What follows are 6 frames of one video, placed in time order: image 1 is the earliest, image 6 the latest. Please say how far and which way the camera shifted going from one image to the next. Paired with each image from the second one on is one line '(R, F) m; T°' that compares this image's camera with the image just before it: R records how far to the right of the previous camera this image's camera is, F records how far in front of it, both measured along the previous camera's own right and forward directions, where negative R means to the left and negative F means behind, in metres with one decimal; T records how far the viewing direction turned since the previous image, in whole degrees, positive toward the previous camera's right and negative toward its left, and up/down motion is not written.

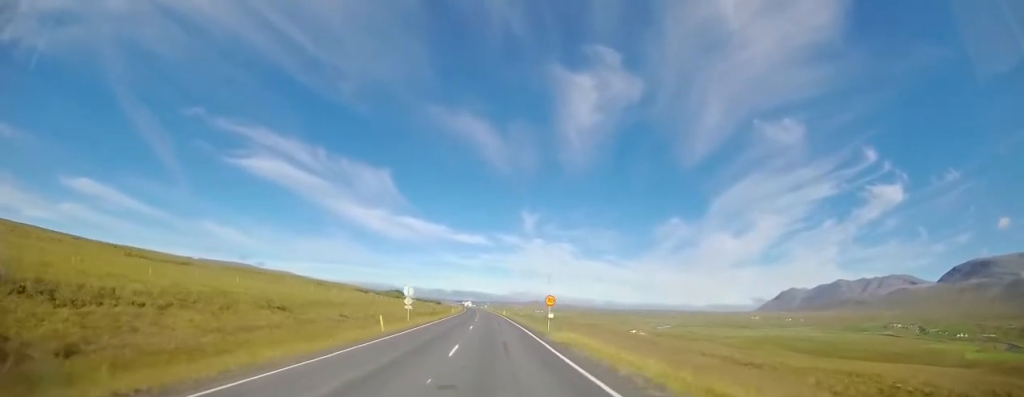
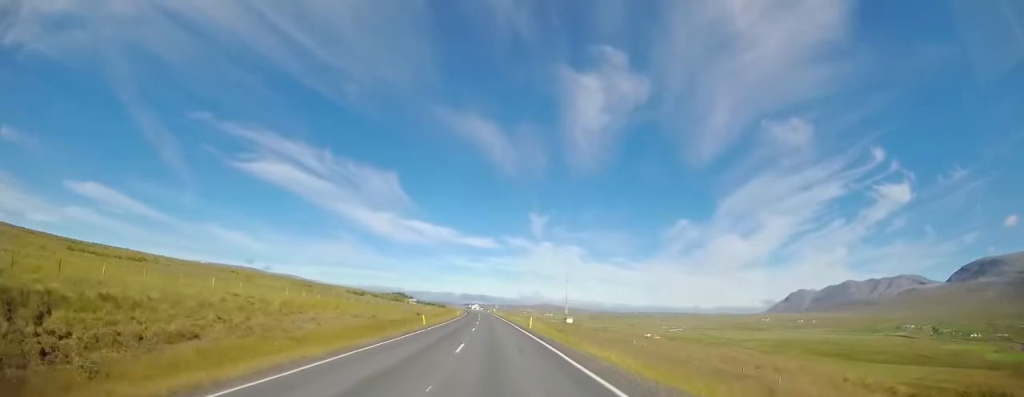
(-0.4, +34.0) m; -1°
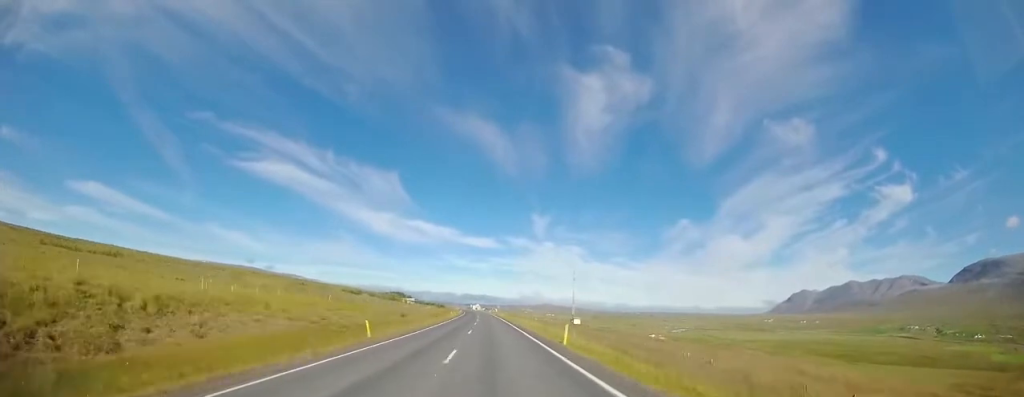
(0.0, +14.5) m; -1°
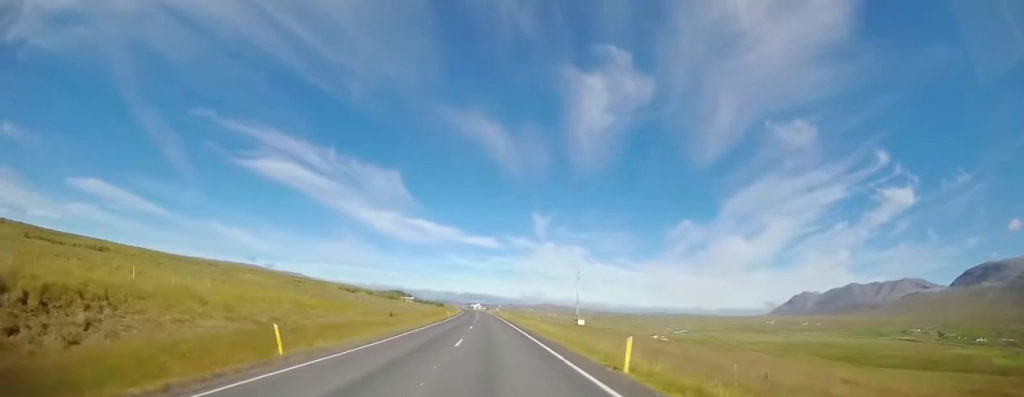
(0.0, +7.6) m; 0°
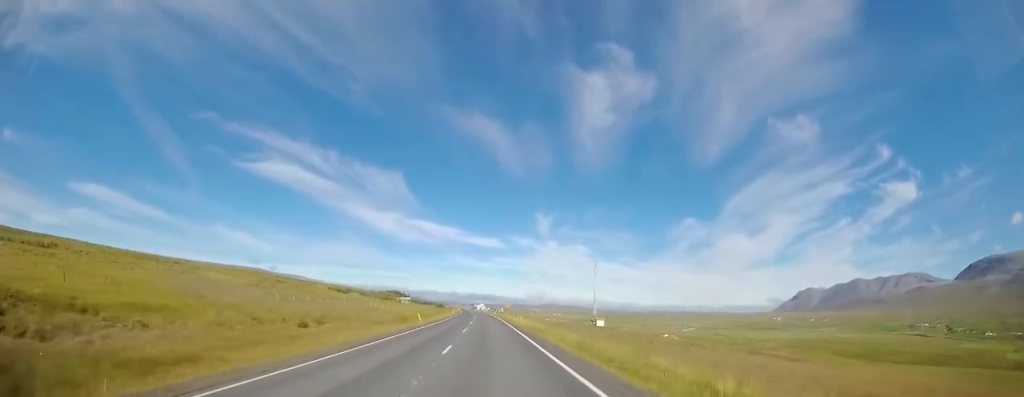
(-0.3, +26.1) m; 0°
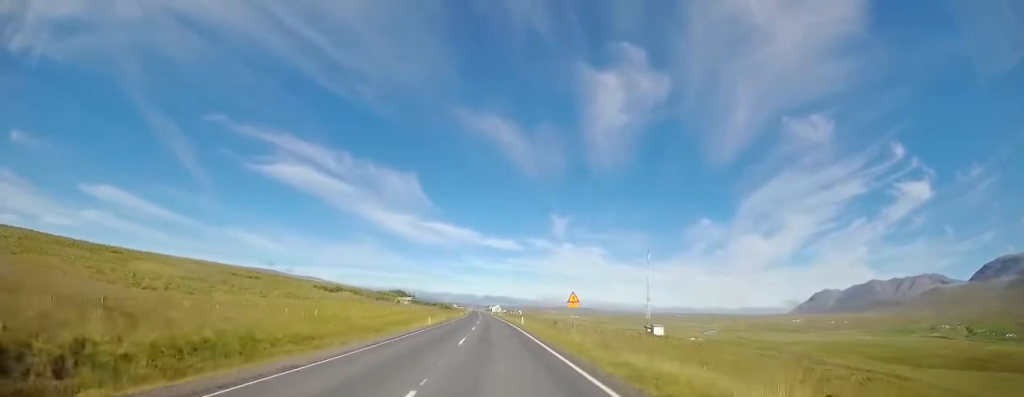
(-0.7, +45.2) m; -3°
